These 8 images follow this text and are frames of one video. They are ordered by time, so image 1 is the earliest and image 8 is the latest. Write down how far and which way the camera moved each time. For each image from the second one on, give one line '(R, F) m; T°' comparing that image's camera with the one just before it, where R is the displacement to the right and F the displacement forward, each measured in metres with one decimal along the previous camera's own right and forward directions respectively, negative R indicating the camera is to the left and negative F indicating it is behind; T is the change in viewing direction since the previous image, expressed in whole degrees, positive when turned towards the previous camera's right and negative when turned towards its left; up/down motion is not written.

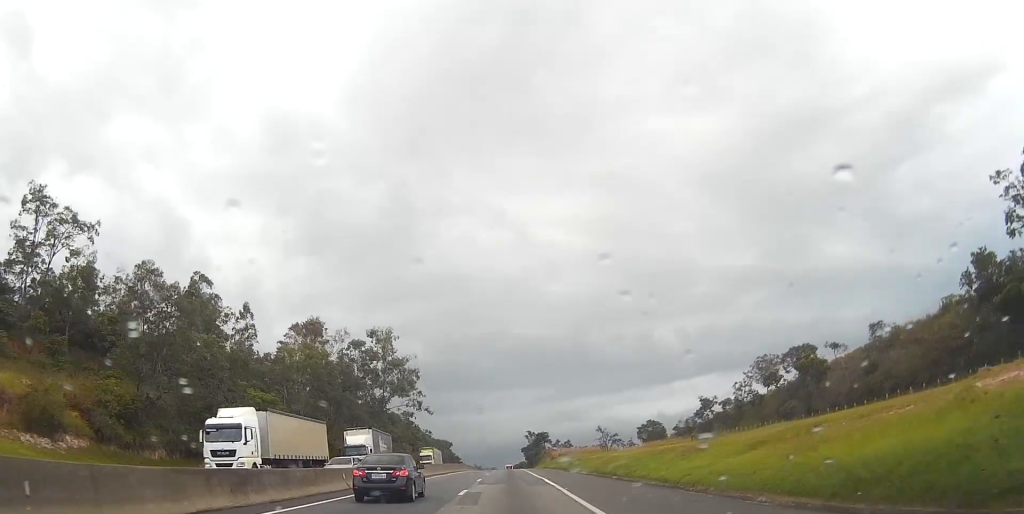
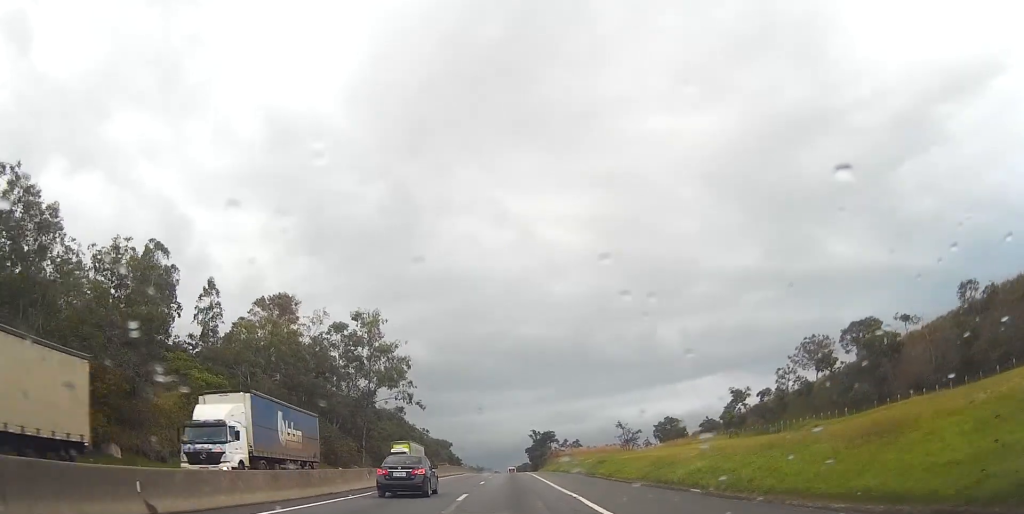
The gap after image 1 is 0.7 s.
(0.0, +17.7) m; 0°
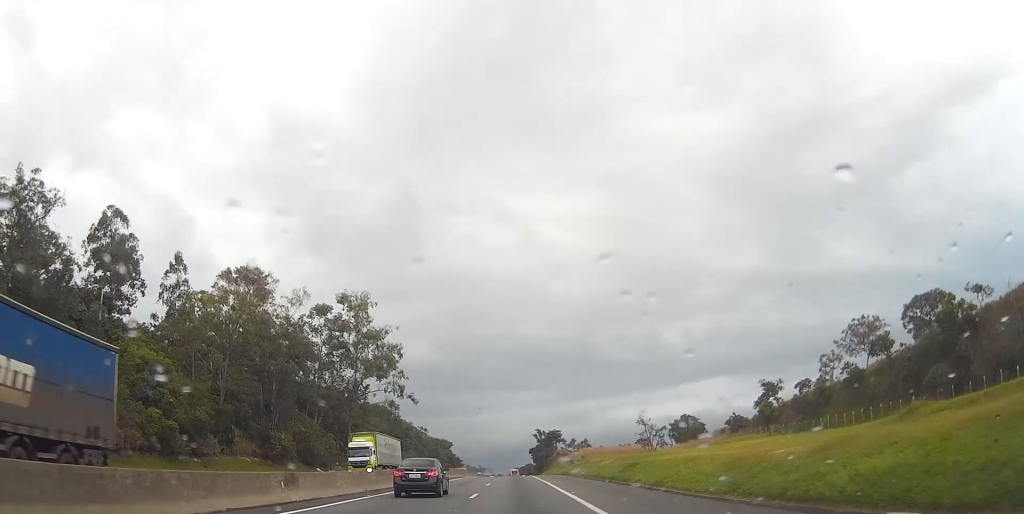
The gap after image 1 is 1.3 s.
(0.0, +13.7) m; 0°
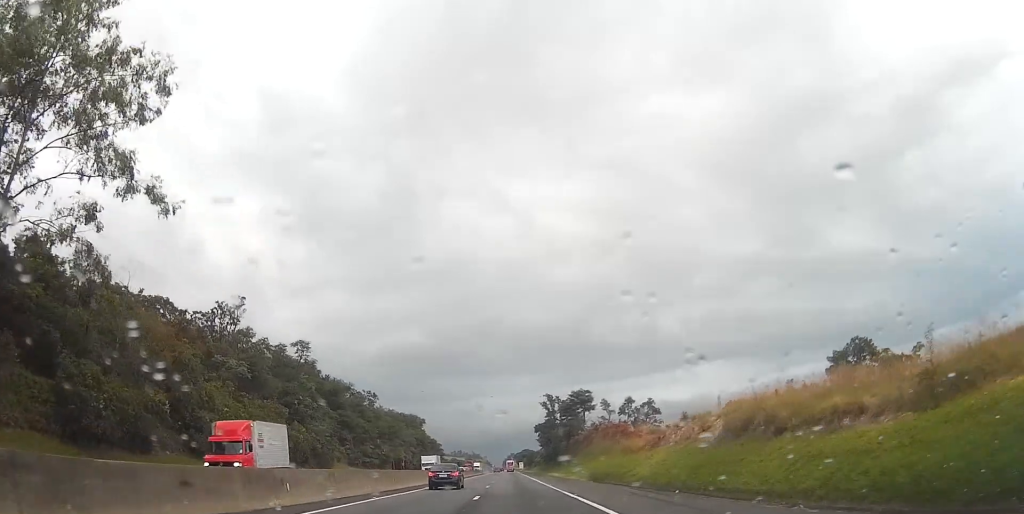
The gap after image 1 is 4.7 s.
(+0.2, +82.0) m; 0°
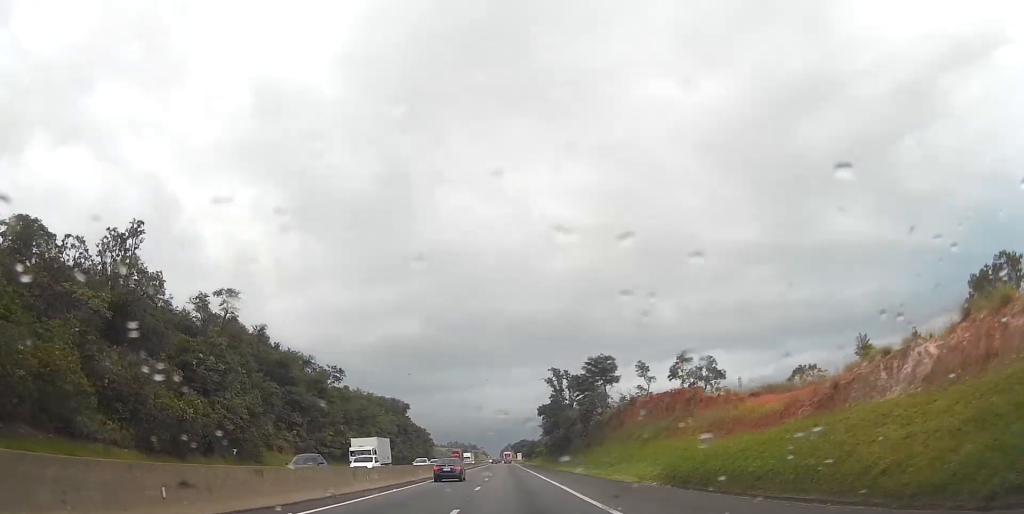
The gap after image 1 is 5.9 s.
(0.0, +28.3) m; 0°
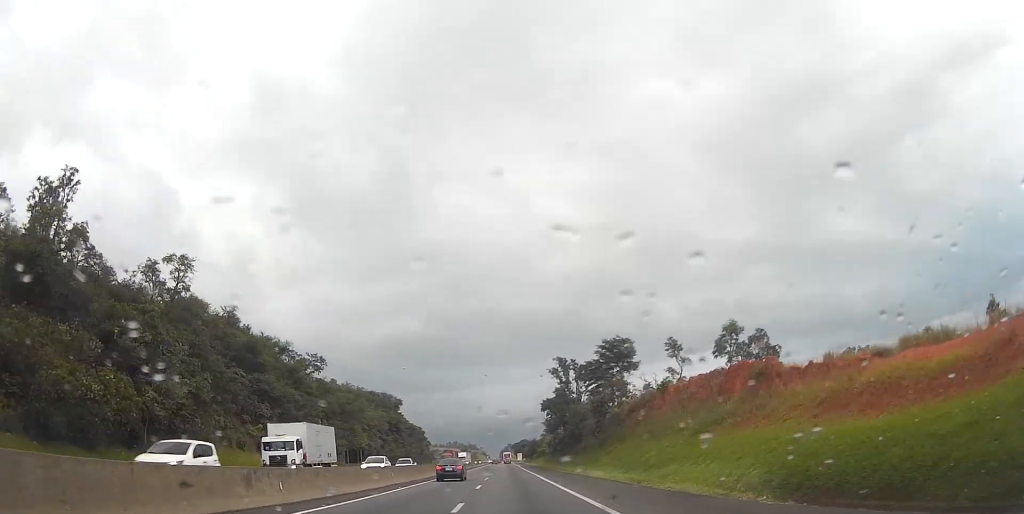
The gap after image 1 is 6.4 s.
(0.0, +13.0) m; 0°
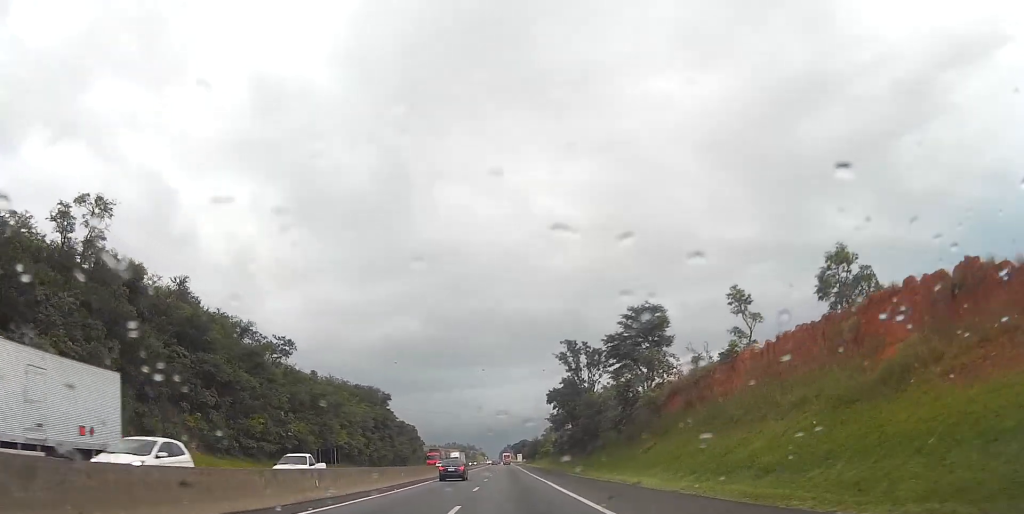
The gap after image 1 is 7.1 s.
(0.0, +16.2) m; 0°
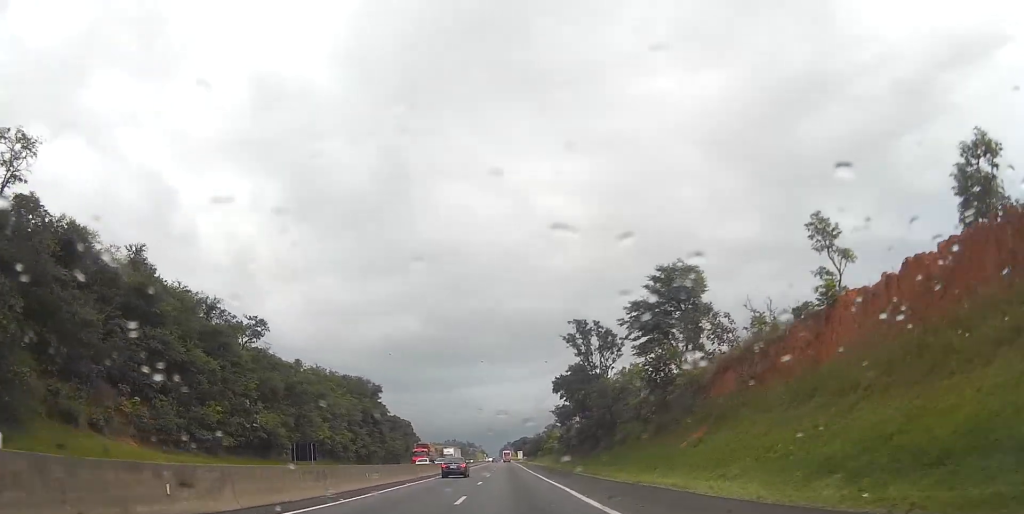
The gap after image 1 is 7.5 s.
(0.0, +11.4) m; 0°
